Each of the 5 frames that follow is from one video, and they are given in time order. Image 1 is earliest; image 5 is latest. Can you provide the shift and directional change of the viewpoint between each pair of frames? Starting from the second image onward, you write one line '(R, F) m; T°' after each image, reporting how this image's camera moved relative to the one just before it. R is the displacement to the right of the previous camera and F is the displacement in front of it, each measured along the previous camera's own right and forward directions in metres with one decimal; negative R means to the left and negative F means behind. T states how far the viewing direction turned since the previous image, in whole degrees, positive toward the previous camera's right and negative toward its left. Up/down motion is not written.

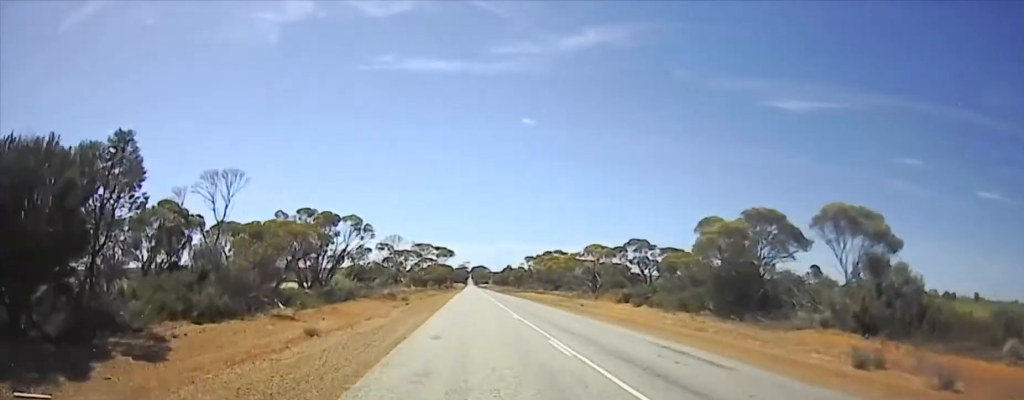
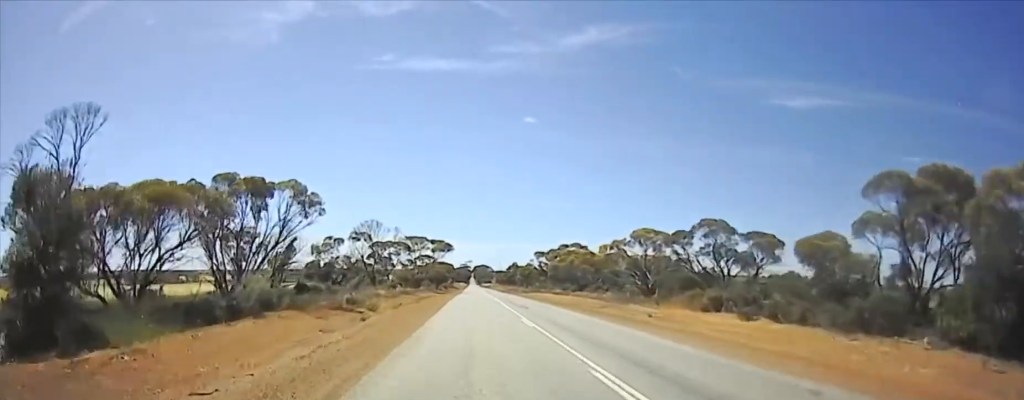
(0.0, +18.3) m; 0°
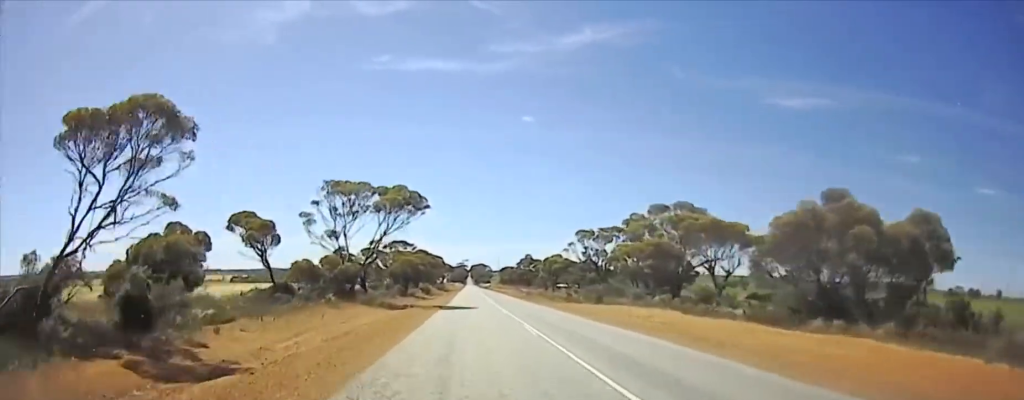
(-0.5, +57.6) m; -2°
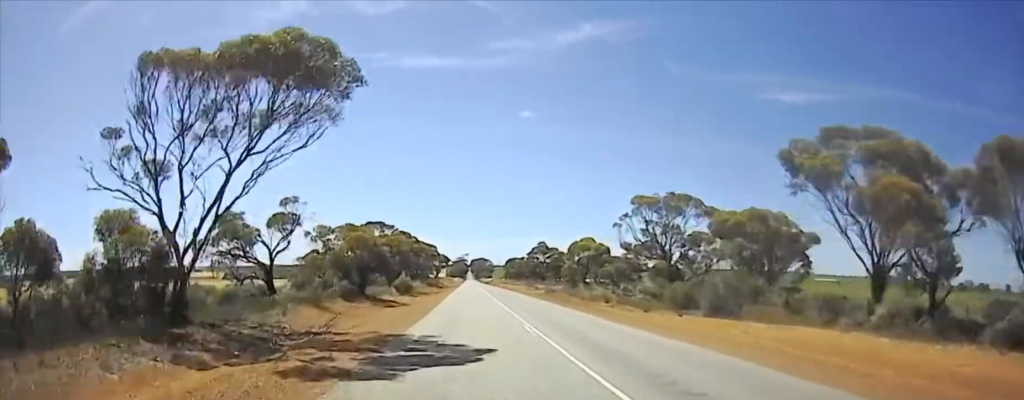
(-0.6, +29.9) m; 0°
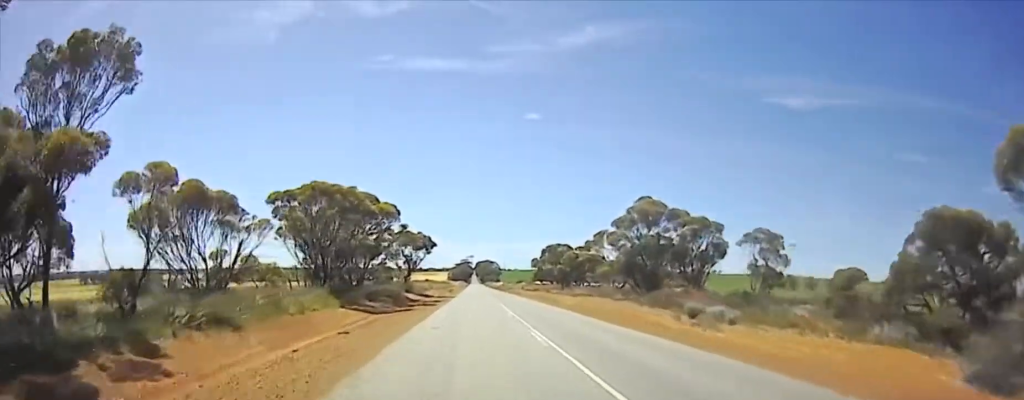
(+1.8, +61.4) m; +2°
